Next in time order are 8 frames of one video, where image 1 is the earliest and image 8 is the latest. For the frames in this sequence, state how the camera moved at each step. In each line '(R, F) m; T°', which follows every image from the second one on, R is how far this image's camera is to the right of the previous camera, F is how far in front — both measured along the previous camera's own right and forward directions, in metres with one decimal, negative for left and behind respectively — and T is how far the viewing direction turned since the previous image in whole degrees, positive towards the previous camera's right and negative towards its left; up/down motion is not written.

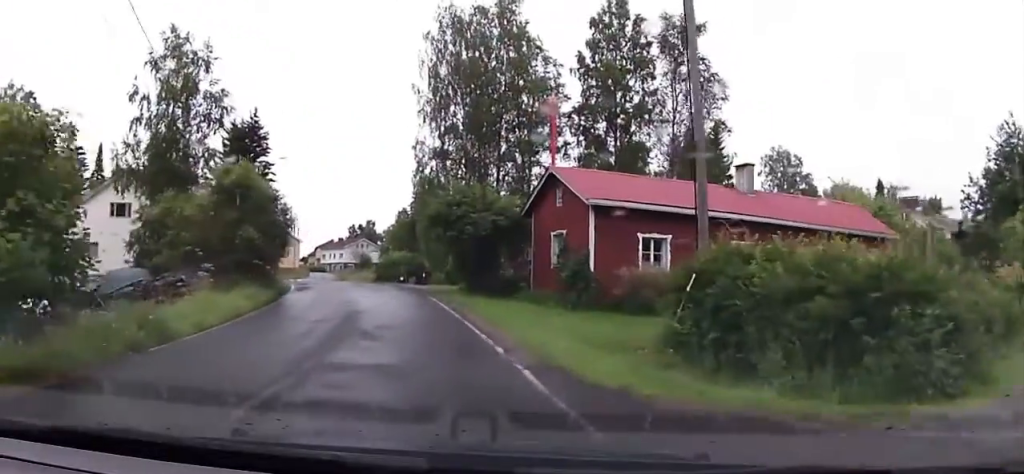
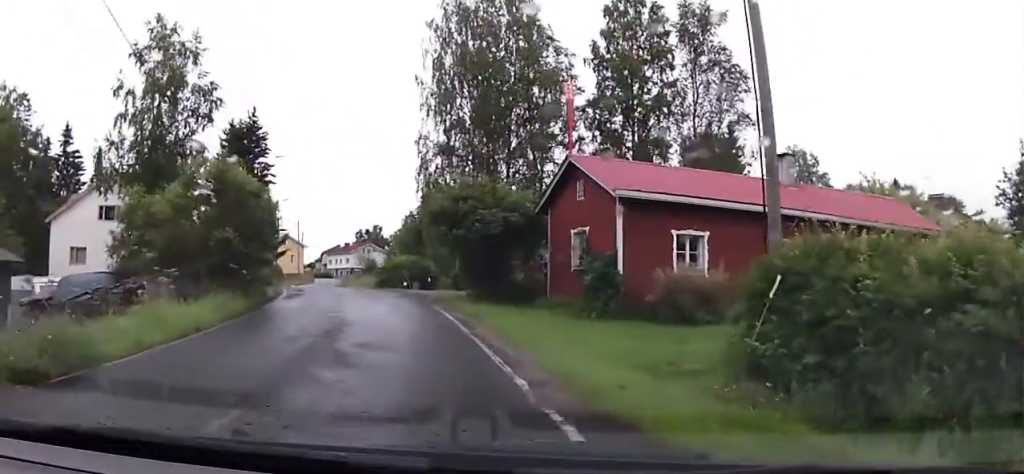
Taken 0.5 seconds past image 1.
(+0.3, +2.9) m; 0°
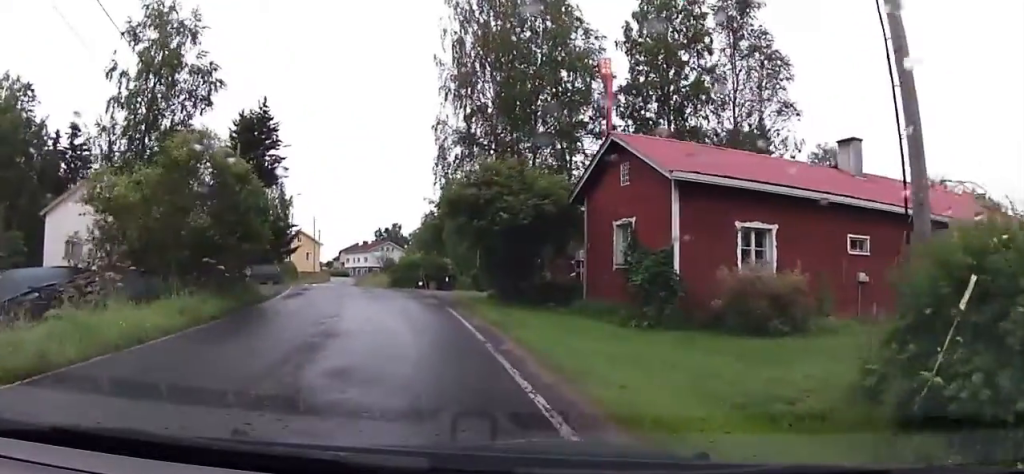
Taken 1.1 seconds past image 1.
(-0.2, +3.4) m; 0°
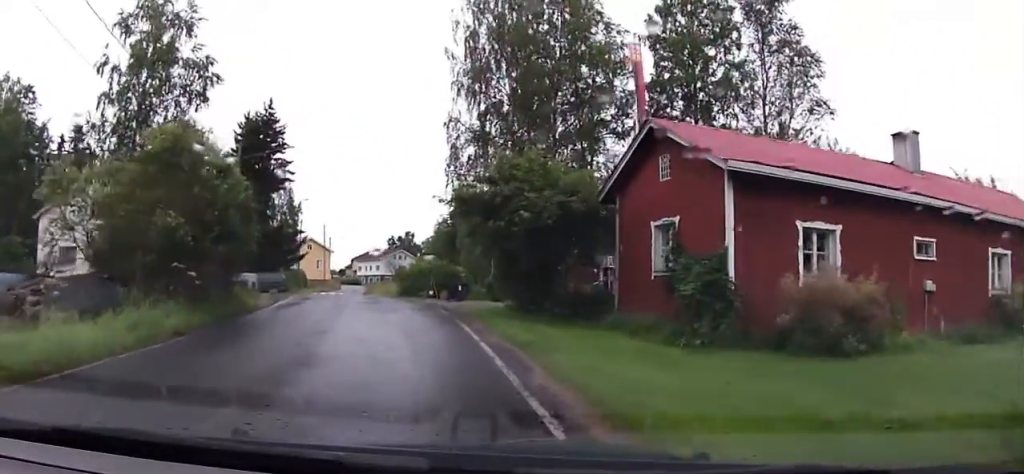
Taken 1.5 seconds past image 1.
(-0.2, +2.6) m; 0°
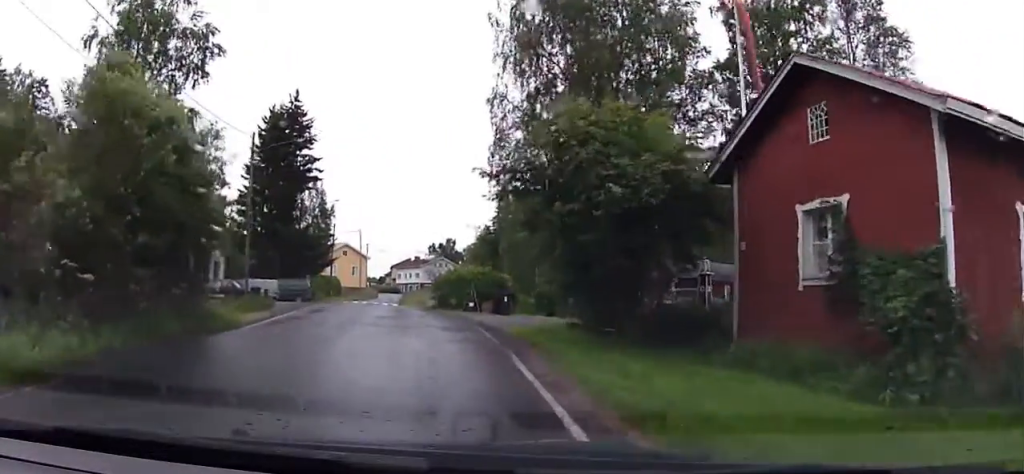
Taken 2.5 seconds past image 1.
(+0.4, +5.8) m; 0°
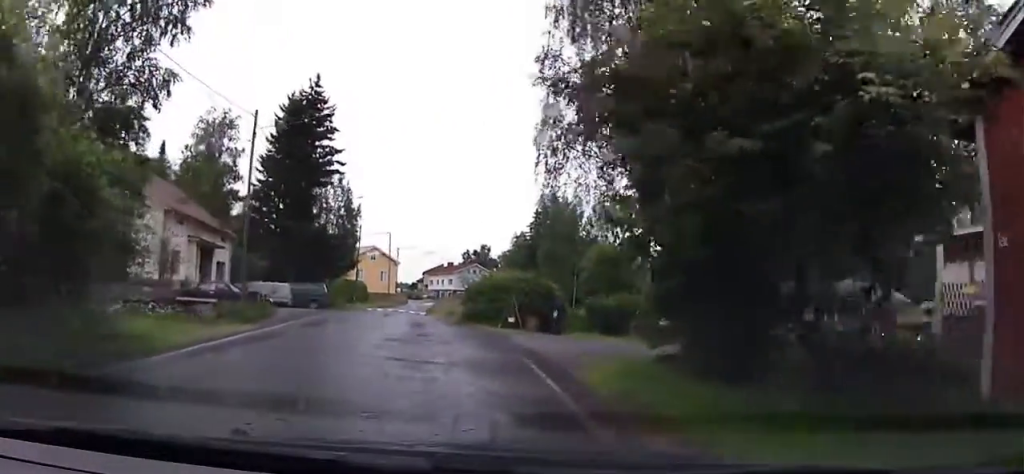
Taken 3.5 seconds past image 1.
(-0.4, +6.2) m; -5°
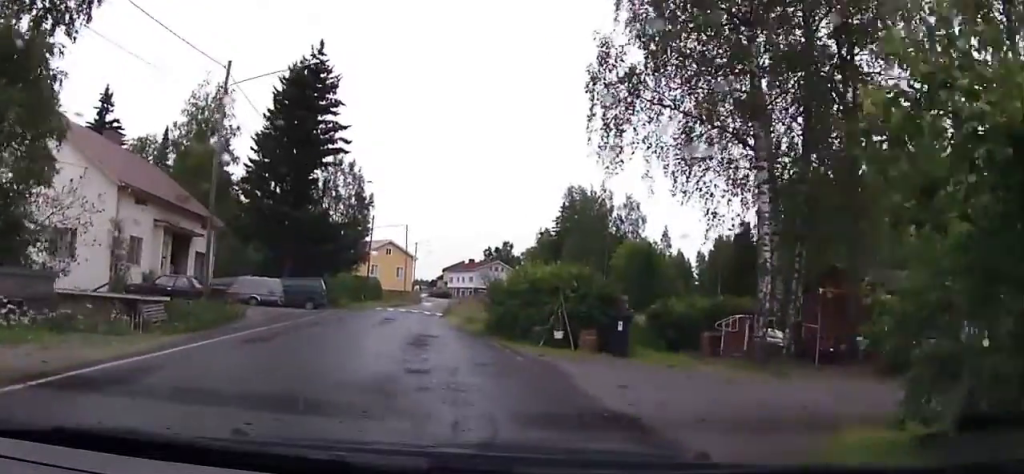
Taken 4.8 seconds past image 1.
(-0.1, +7.1) m; -1°
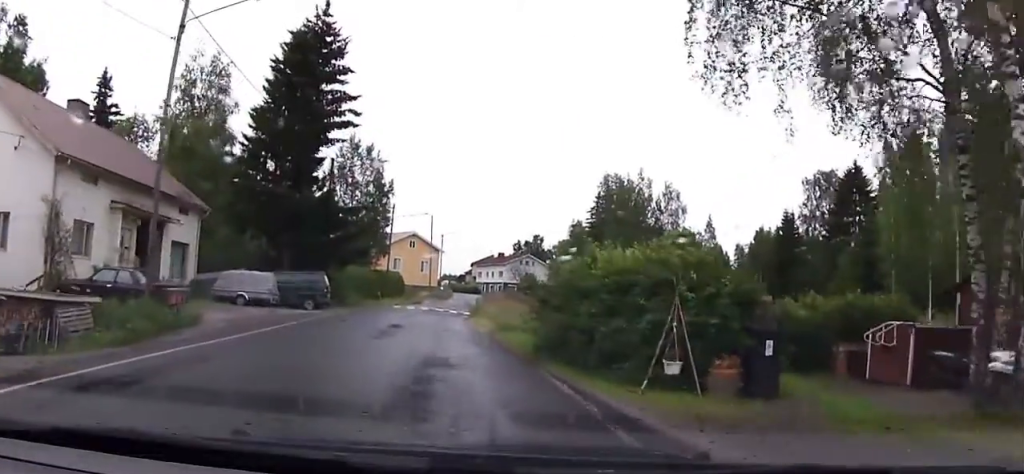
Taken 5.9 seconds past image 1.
(0.0, +6.8) m; 0°
